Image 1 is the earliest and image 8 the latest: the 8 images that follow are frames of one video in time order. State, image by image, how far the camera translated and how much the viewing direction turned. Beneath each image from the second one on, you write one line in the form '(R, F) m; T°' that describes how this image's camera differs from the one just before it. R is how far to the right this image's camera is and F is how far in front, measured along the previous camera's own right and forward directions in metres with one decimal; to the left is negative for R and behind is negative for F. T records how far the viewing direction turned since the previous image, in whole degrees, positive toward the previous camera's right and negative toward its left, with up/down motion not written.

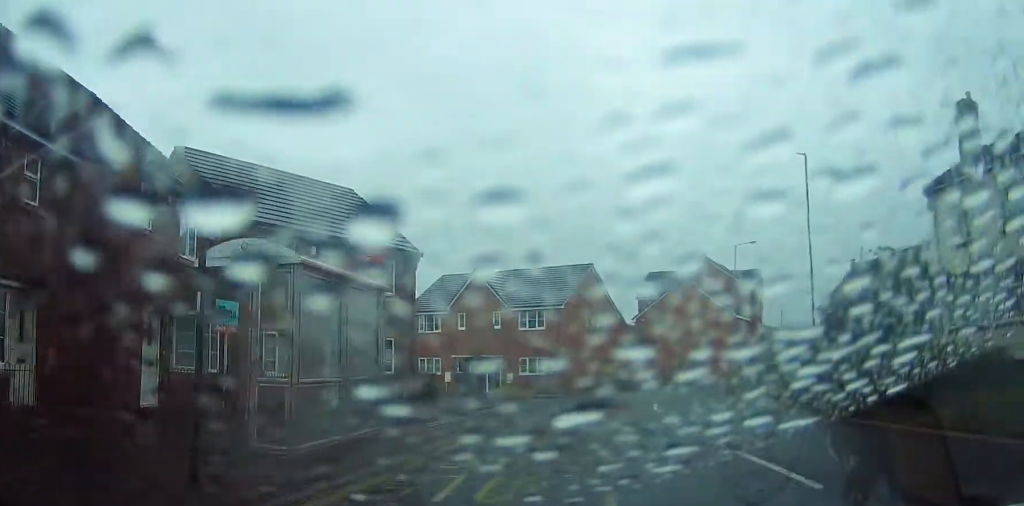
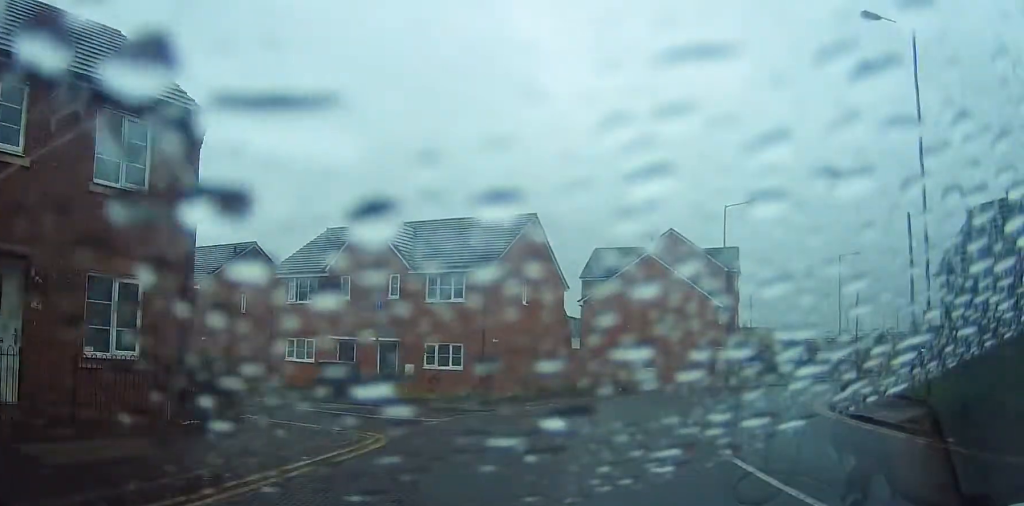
(+0.9, +13.2) m; +9°
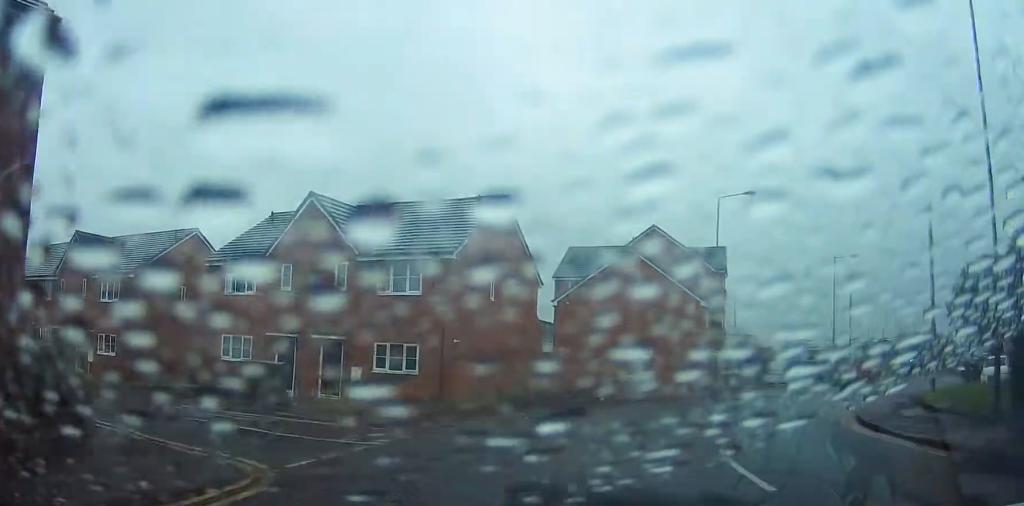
(+0.2, +4.0) m; +2°
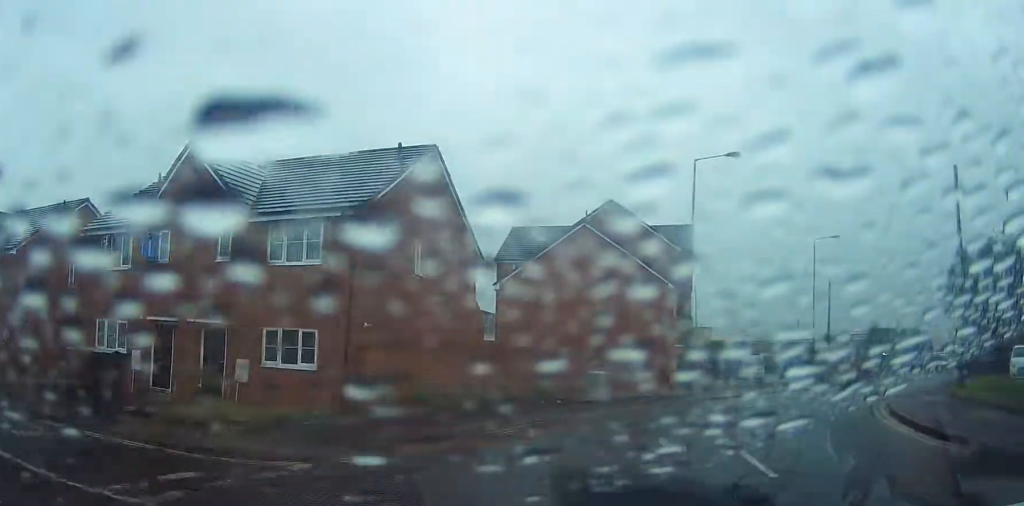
(+0.2, +5.6) m; +4°
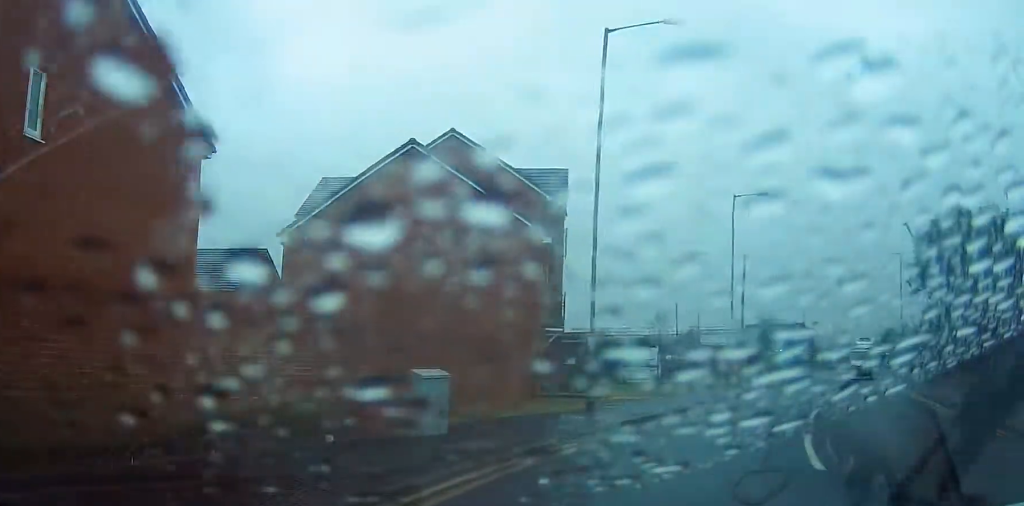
(+1.2, +12.0) m; +17°
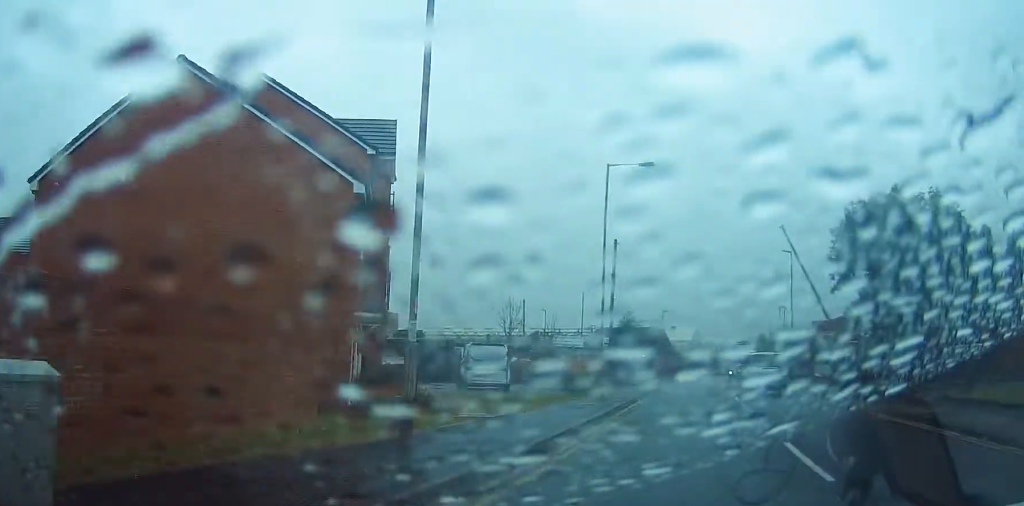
(+0.7, +6.6) m; +9°
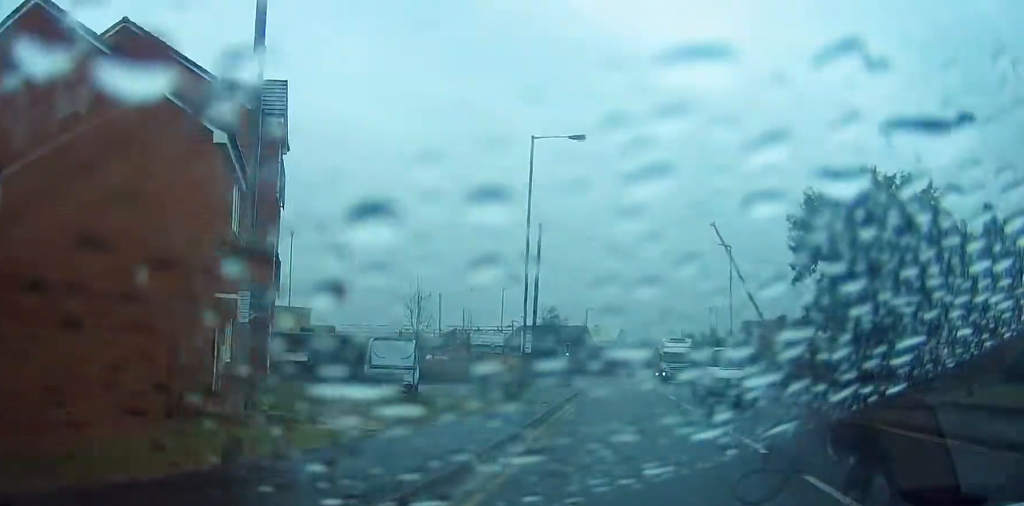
(+0.2, +3.7) m; +4°
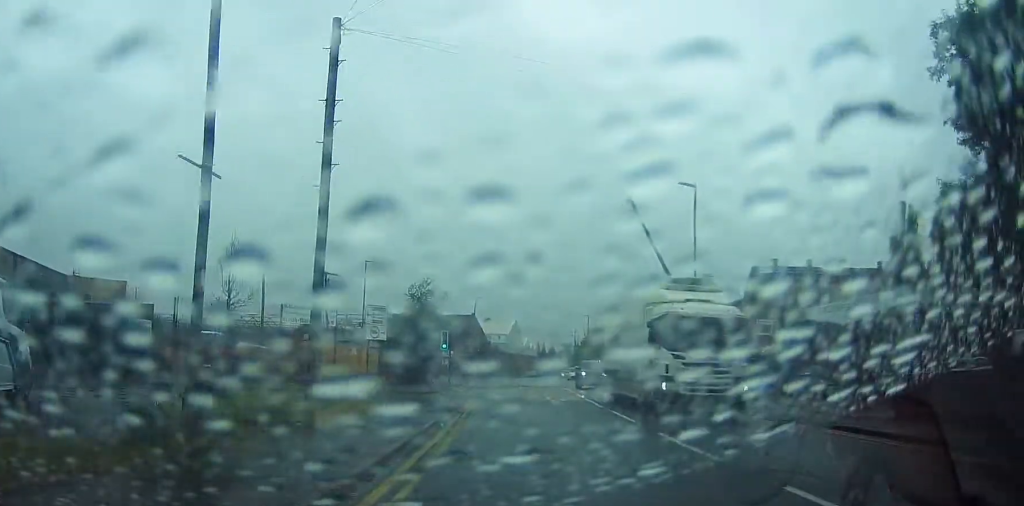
(+1.6, +19.2) m; +5°
